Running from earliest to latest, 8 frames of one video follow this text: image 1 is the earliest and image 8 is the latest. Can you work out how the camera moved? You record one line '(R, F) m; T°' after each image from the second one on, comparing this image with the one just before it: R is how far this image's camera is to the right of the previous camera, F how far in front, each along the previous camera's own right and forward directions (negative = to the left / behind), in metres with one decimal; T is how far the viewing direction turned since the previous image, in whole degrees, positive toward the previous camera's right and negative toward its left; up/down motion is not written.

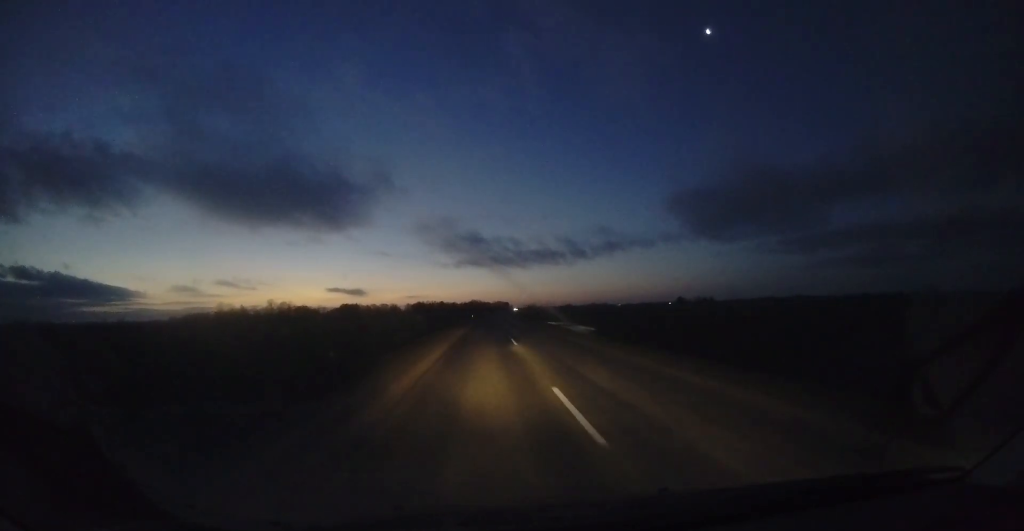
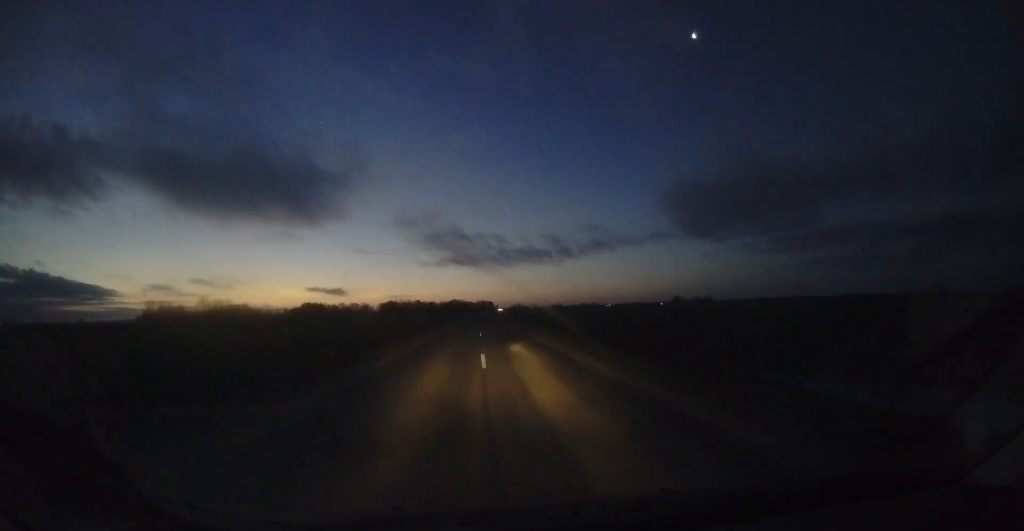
(+2.8, +65.2) m; +5°
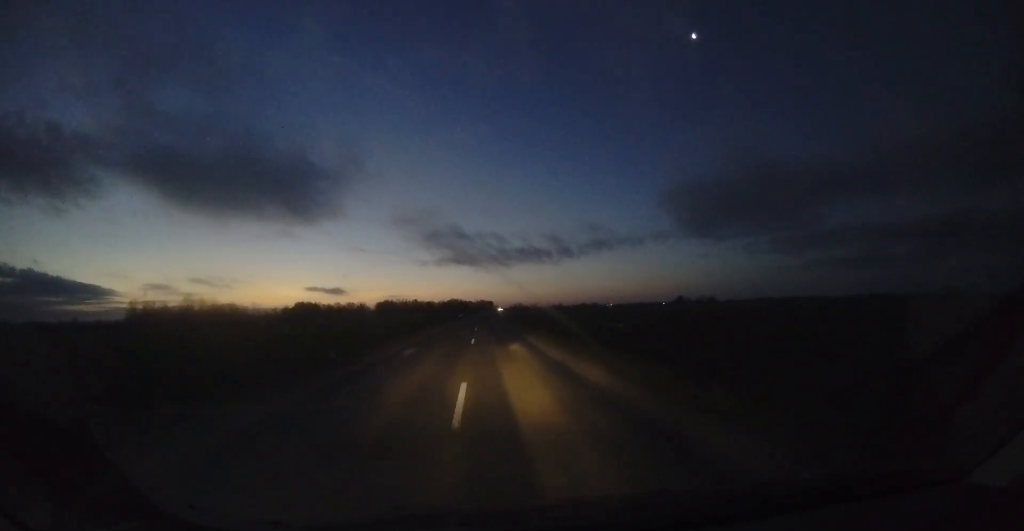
(+0.1, +17.4) m; +1°
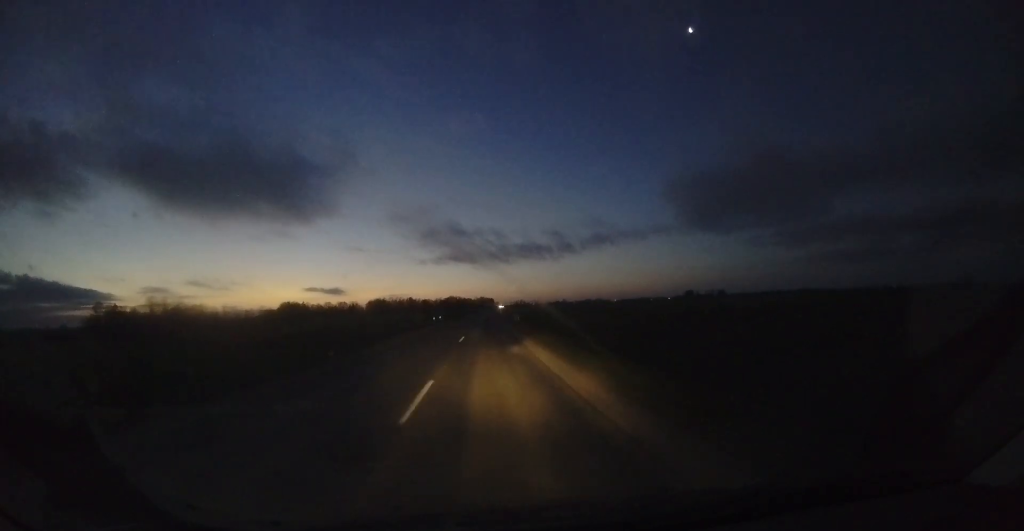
(0.0, +35.3) m; -1°
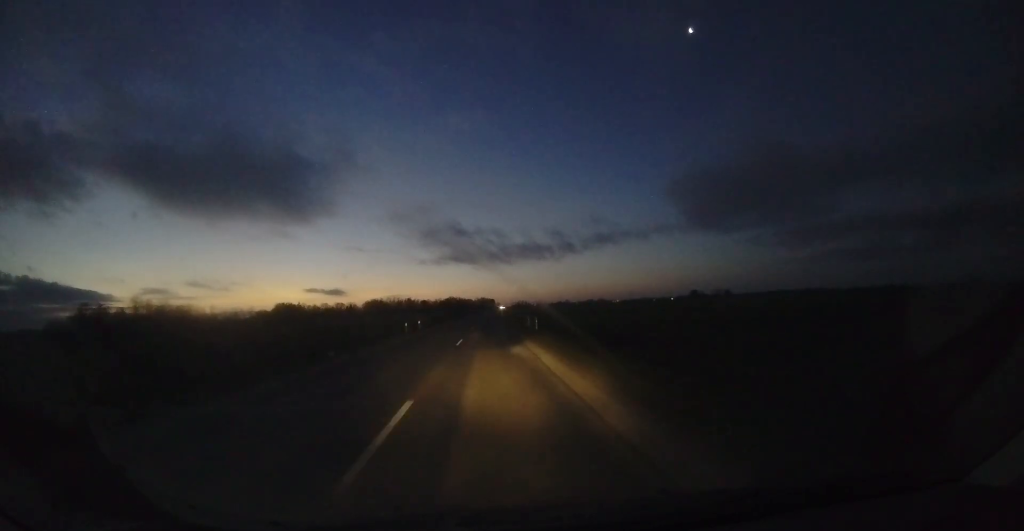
(-0.2, +13.9) m; -1°
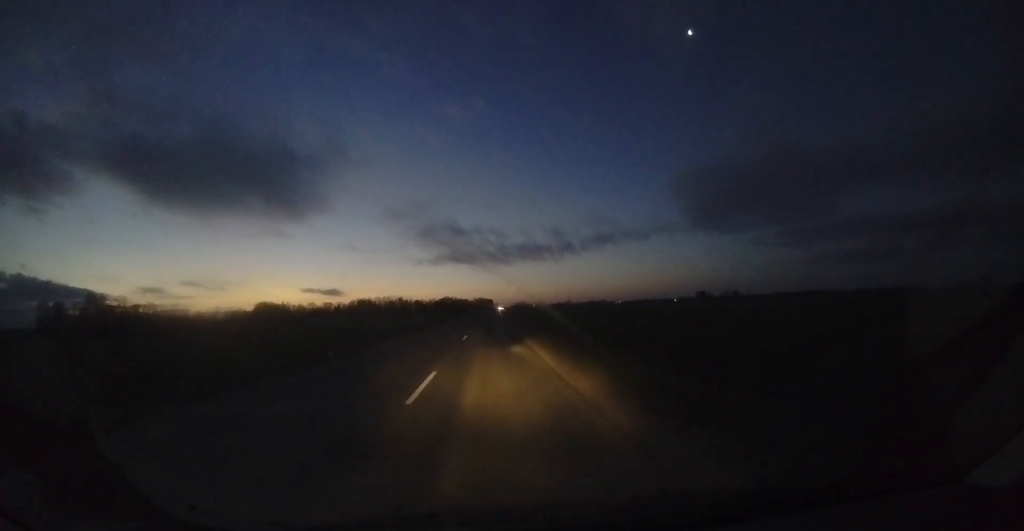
(-0.3, +34.0) m; 0°
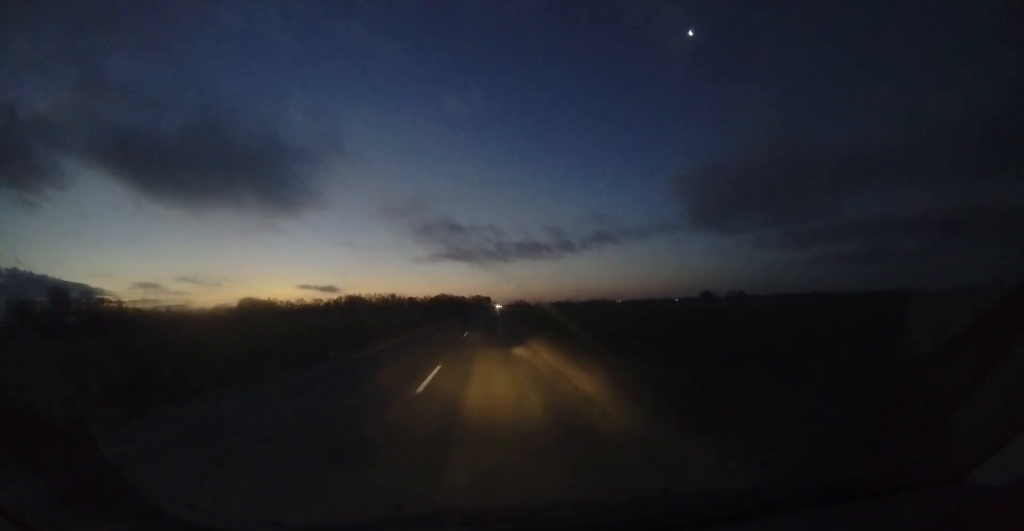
(+0.4, +23.6) m; +1°
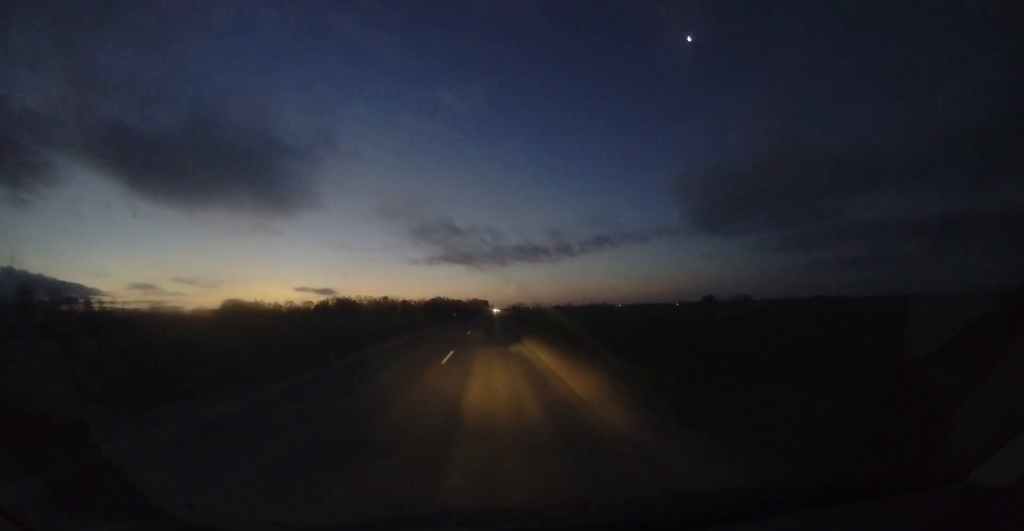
(+0.2, +20.0) m; -1°
